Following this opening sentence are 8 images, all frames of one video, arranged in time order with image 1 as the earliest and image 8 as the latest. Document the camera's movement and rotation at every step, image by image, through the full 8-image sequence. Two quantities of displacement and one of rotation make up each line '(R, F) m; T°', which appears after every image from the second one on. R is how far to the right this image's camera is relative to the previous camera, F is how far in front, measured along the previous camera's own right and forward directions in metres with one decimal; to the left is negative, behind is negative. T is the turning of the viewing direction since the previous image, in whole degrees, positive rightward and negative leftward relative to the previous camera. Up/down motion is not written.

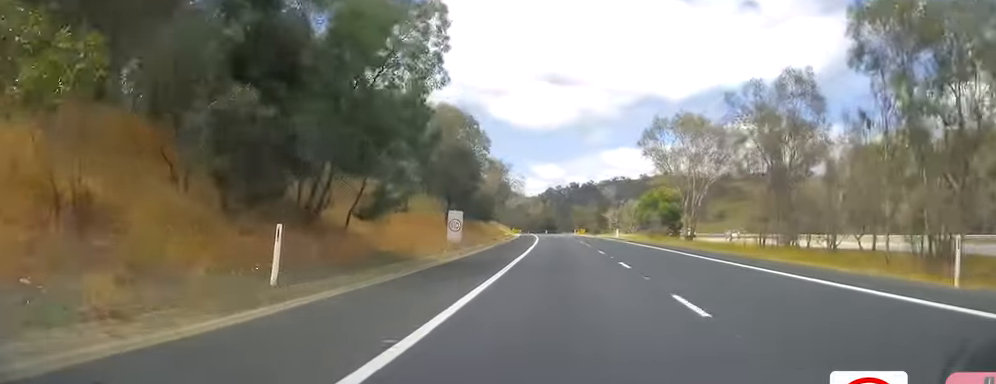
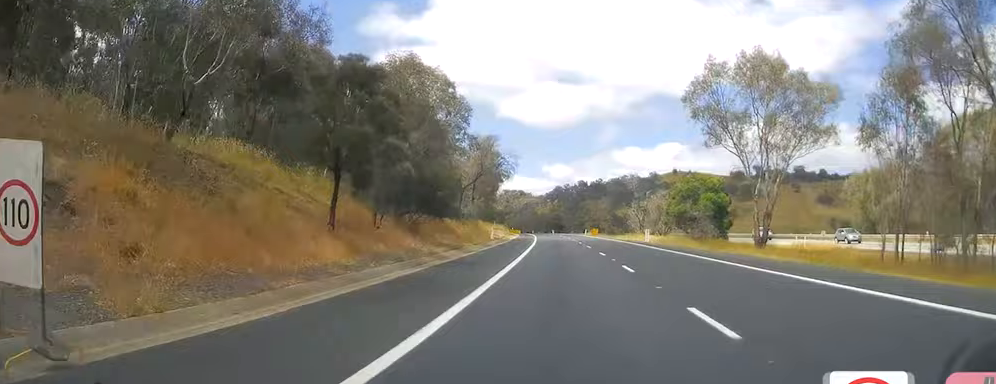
(-0.1, +25.4) m; -2°
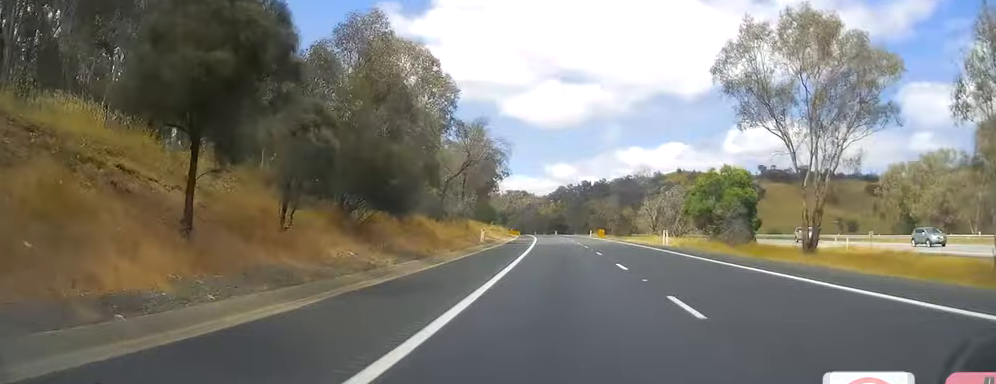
(-0.3, +9.9) m; 0°
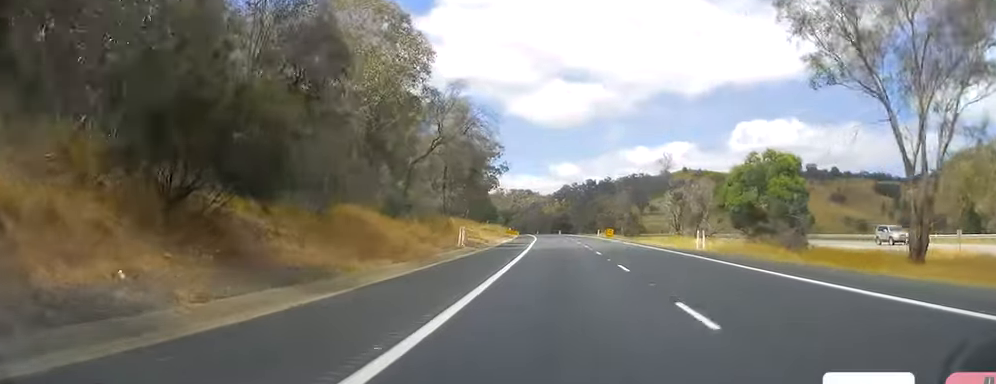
(-0.4, +12.7) m; +1°
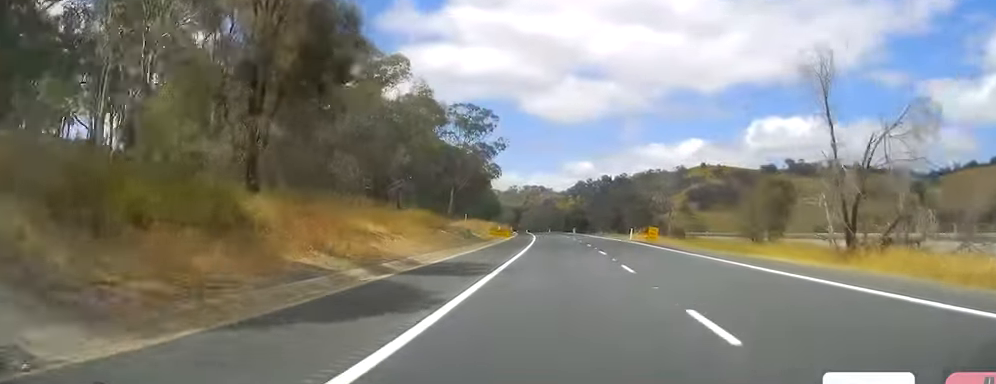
(0.0, +36.1) m; -1°
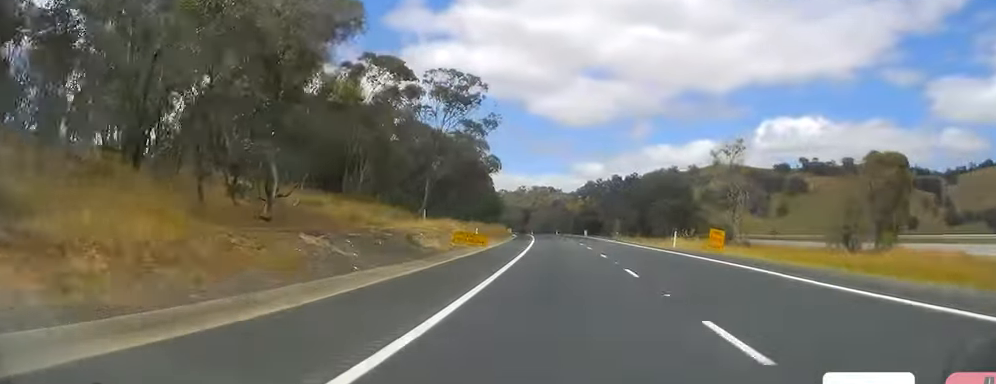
(+0.3, +24.3) m; 0°
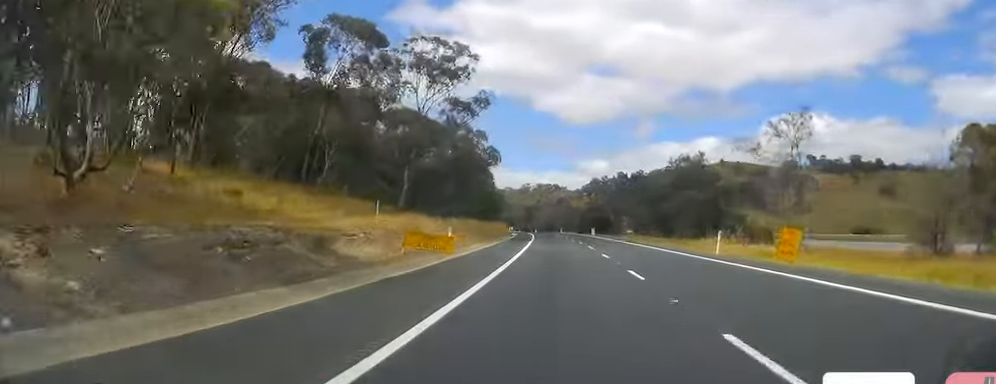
(-0.1, +12.7) m; -1°
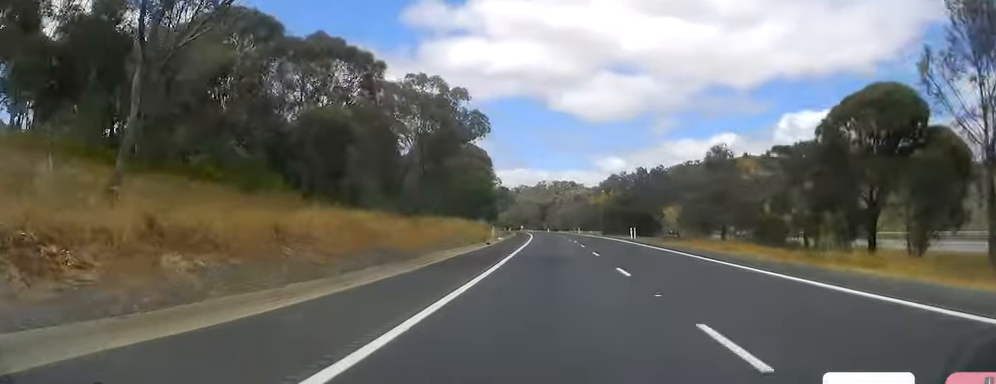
(-1.5, +45.7) m; -2°
